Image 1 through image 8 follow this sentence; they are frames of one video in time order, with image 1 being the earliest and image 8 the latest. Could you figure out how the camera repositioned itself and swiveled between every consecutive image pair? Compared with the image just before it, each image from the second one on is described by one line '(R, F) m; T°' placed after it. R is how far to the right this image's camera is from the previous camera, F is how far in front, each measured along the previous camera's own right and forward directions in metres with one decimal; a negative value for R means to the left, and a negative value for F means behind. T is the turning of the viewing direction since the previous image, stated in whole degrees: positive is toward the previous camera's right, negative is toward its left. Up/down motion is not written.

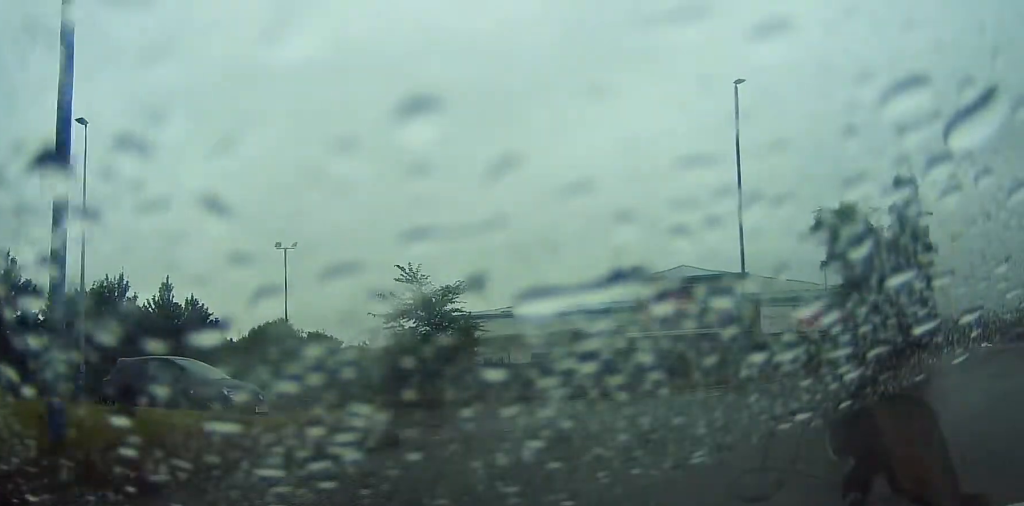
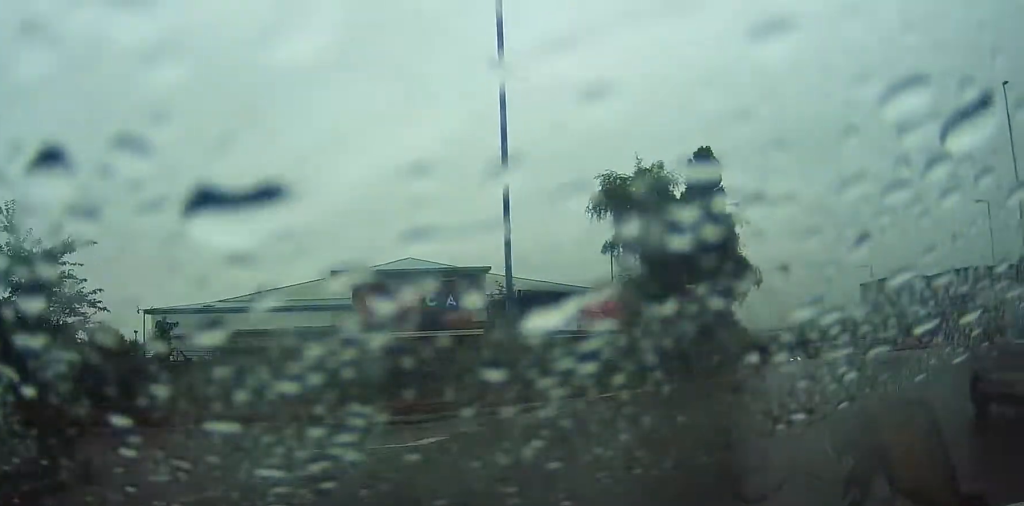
(+2.3, +10.5) m; +21°
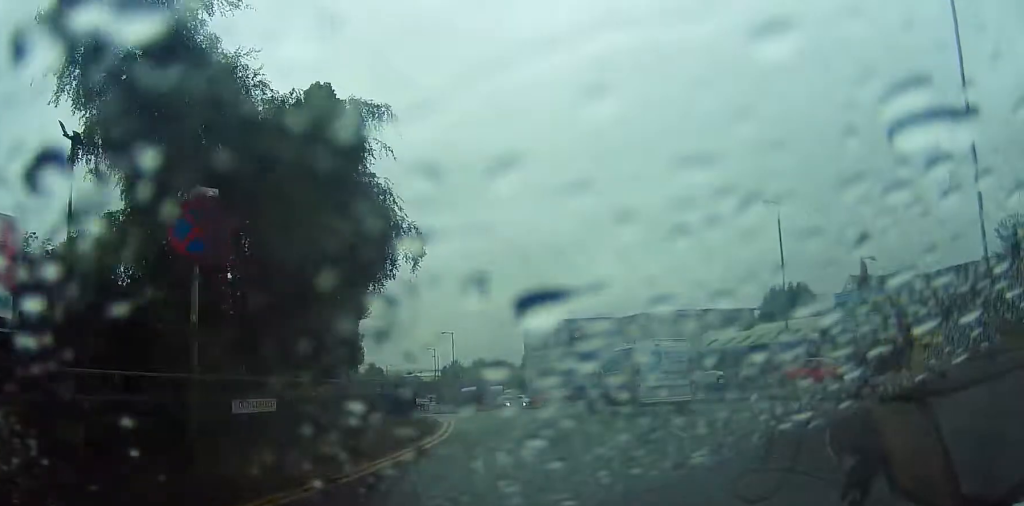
(+4.2, +18.3) m; +18°
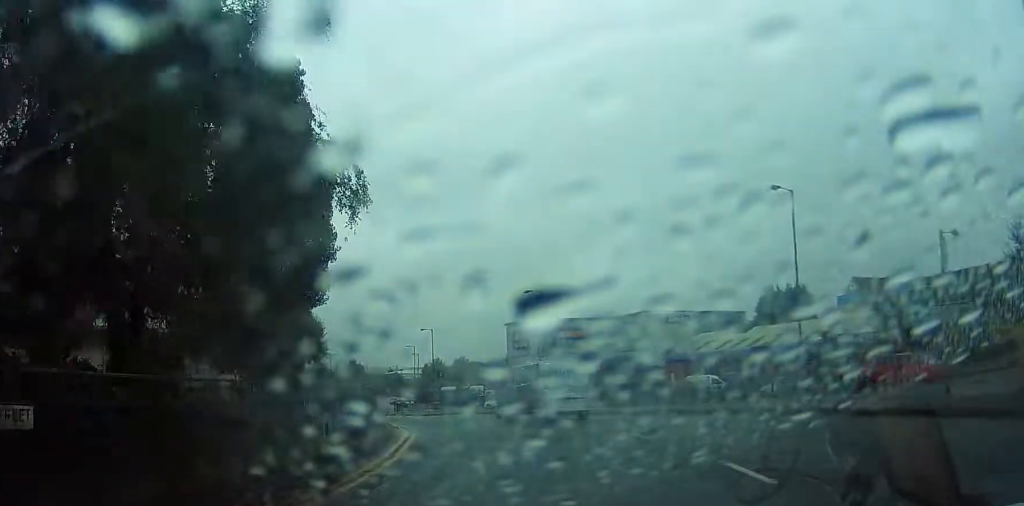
(+0.1, +4.9) m; -1°
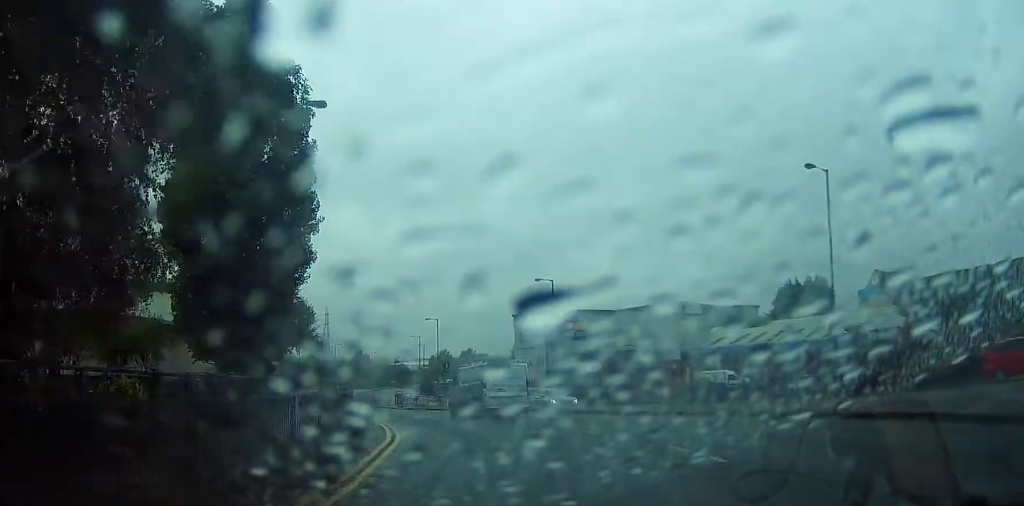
(-0.2, +4.0) m; -2°
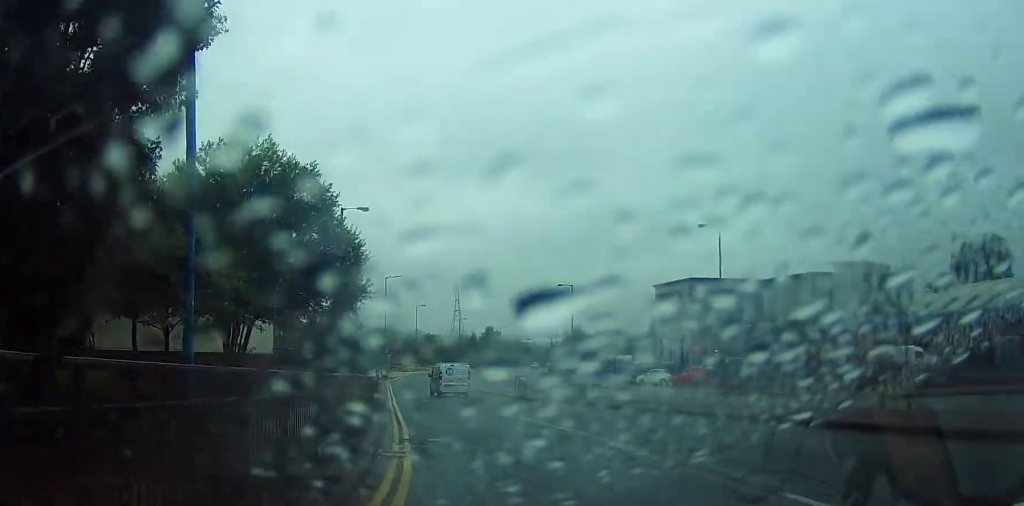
(-1.2, +17.3) m; -8°
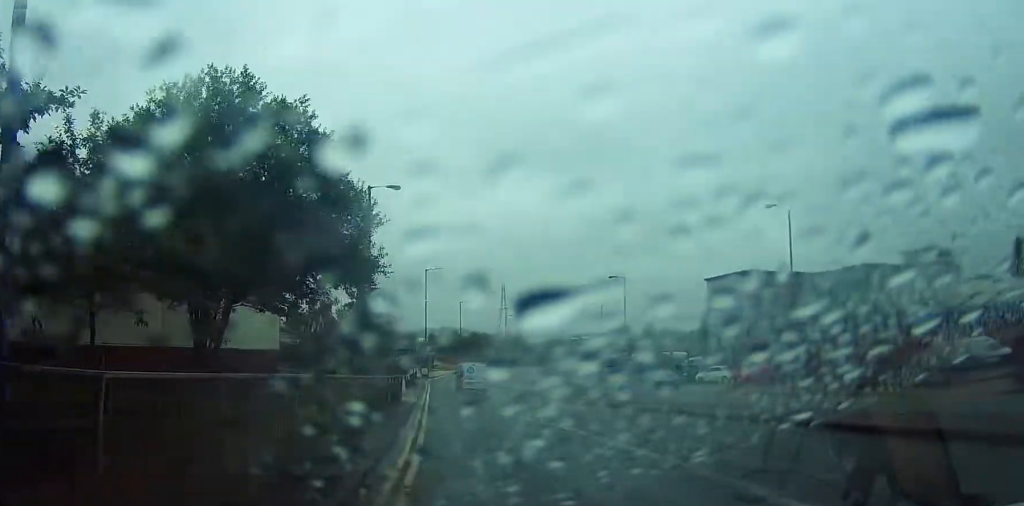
(+0.1, +5.7) m; -4°
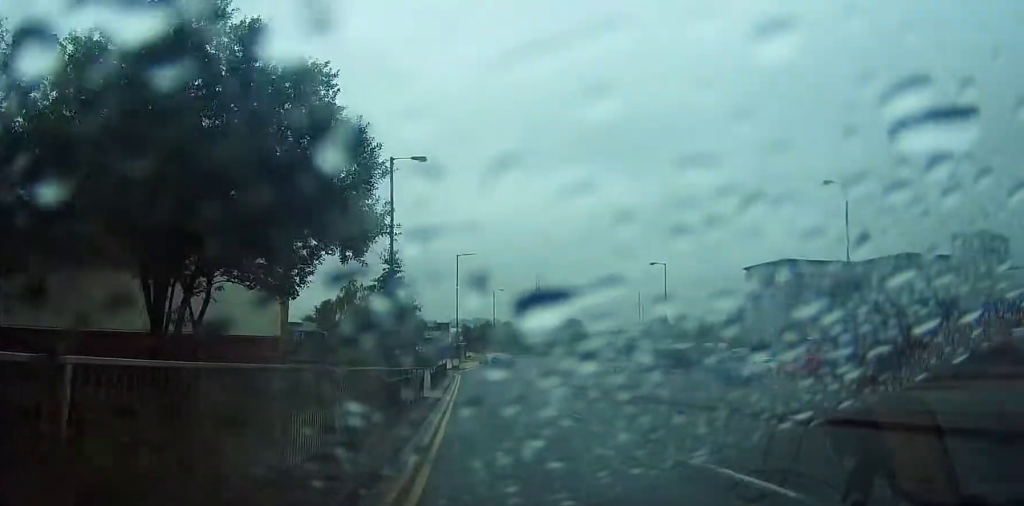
(-0.3, +4.3) m; -1°
